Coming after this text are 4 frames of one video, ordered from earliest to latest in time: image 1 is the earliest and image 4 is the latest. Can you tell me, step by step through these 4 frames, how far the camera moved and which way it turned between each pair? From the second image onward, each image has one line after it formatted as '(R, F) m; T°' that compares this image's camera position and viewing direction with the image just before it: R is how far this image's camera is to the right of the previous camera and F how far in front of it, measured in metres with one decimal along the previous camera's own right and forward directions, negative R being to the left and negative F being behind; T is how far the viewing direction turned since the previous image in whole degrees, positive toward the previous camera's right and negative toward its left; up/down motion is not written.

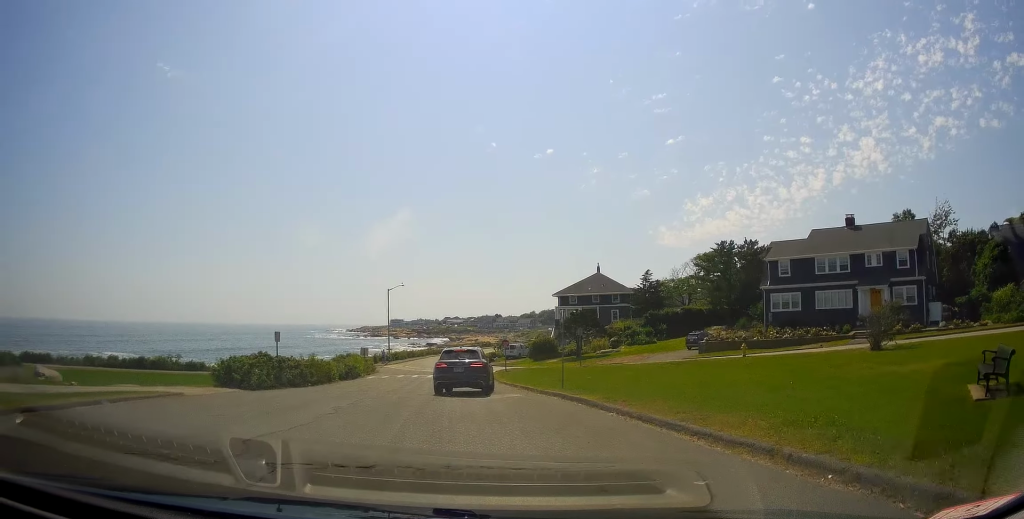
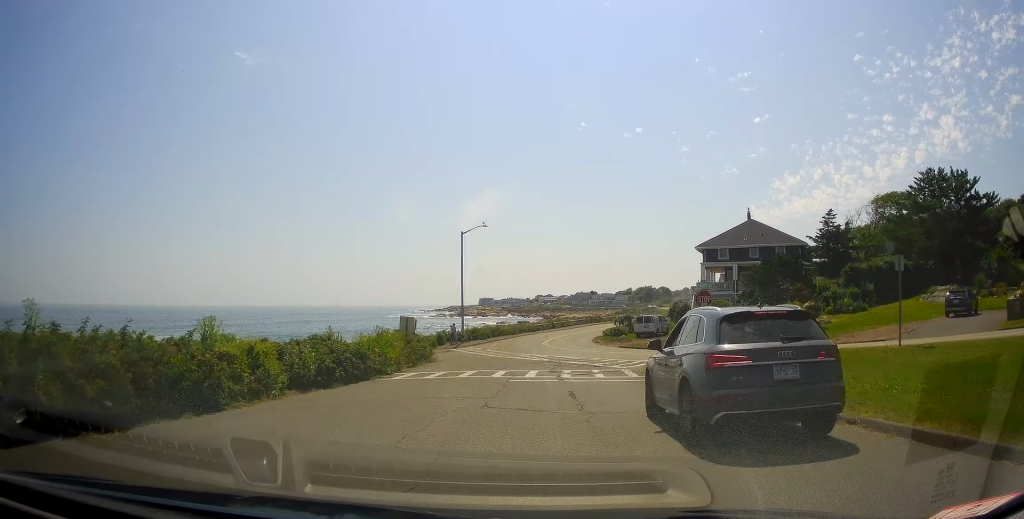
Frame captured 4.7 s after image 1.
(-4.9, +26.0) m; -18°
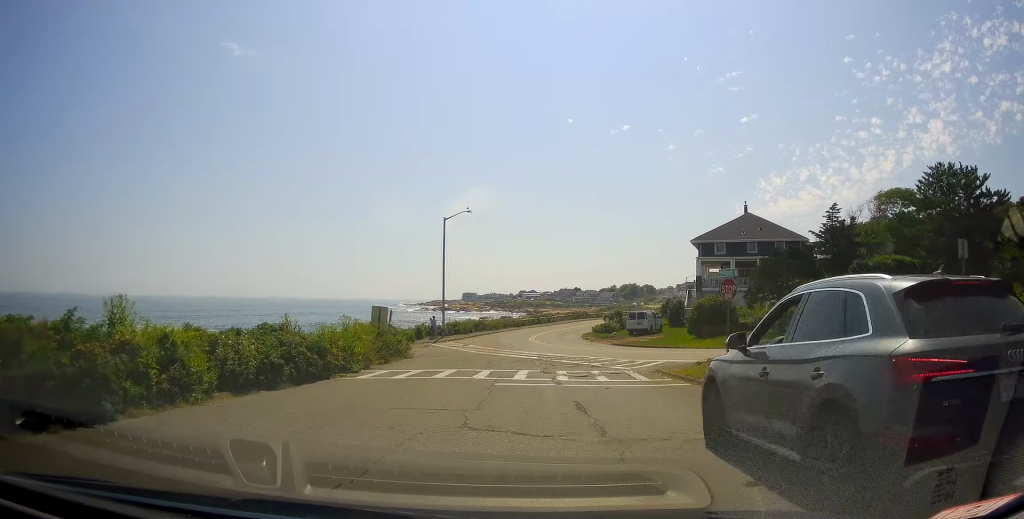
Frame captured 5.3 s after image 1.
(-0.1, +3.2) m; 0°
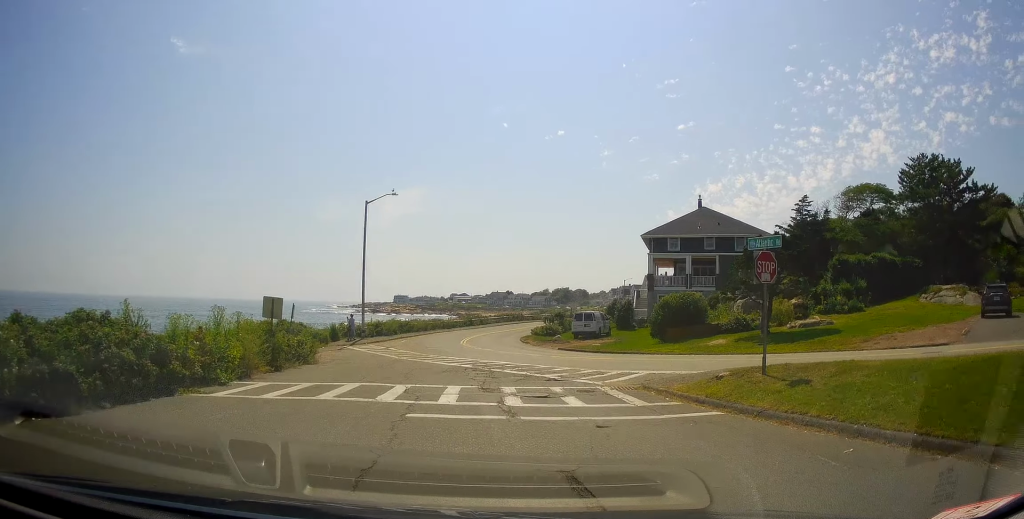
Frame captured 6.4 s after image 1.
(+0.2, +6.4) m; +3°
